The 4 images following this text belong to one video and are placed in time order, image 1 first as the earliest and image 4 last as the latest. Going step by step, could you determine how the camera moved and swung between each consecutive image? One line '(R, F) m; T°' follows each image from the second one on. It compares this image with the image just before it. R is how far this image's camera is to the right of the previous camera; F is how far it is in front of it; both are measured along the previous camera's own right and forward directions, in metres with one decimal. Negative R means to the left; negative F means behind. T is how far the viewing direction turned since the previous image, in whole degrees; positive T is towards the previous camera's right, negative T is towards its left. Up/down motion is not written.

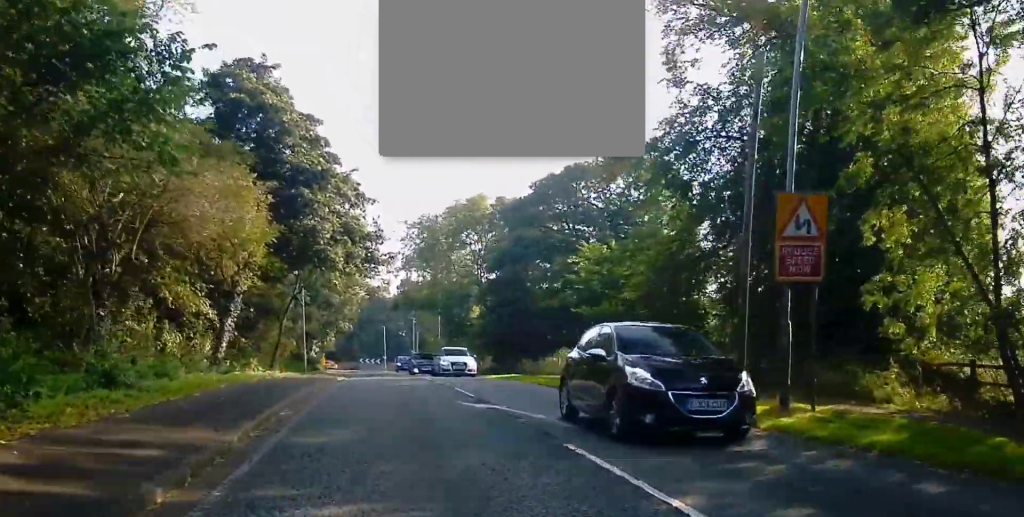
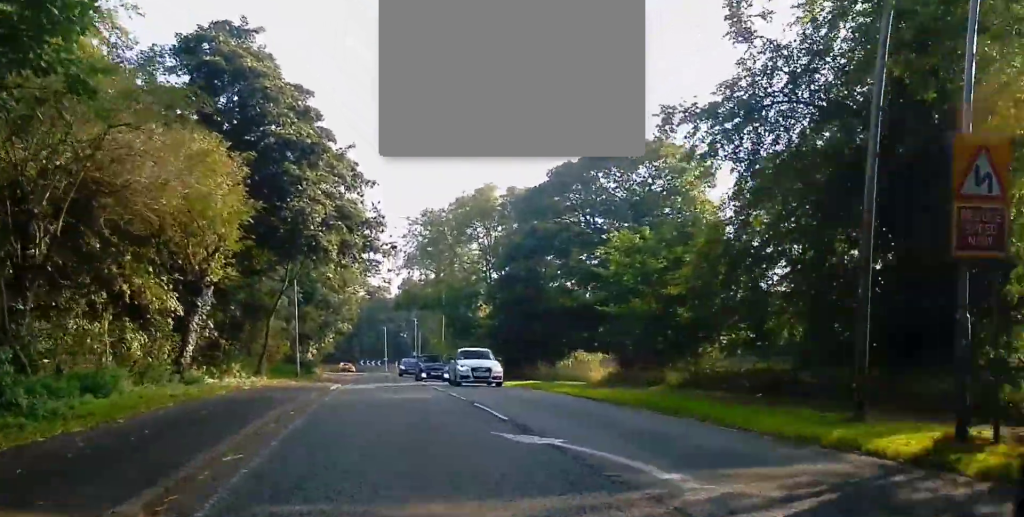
(0.0, +4.5) m; -1°
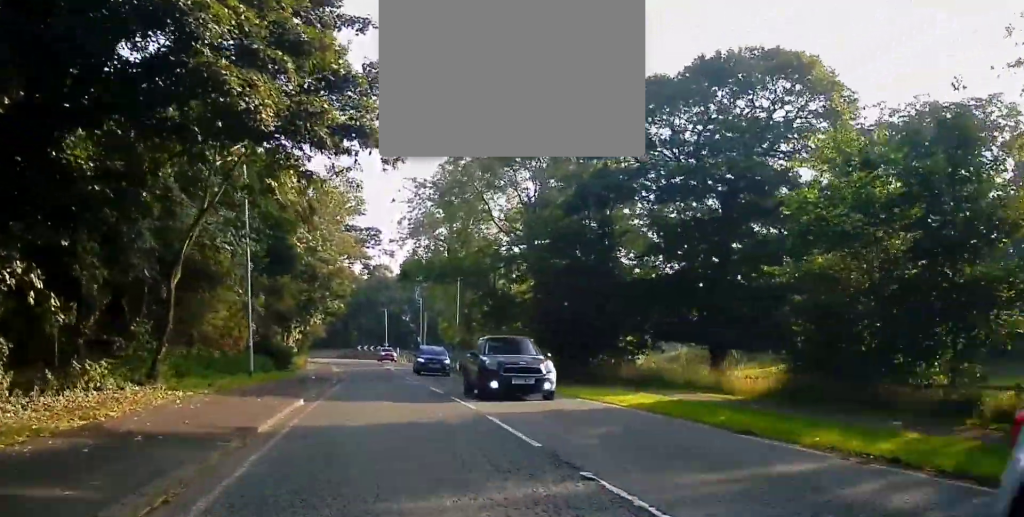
(-0.4, +15.7) m; -2°
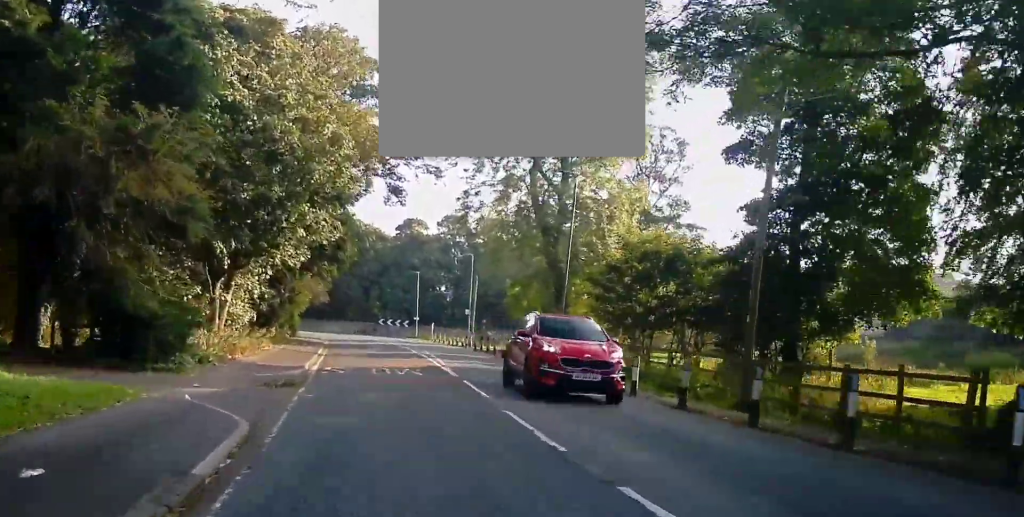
(+0.1, +31.9) m; 0°
